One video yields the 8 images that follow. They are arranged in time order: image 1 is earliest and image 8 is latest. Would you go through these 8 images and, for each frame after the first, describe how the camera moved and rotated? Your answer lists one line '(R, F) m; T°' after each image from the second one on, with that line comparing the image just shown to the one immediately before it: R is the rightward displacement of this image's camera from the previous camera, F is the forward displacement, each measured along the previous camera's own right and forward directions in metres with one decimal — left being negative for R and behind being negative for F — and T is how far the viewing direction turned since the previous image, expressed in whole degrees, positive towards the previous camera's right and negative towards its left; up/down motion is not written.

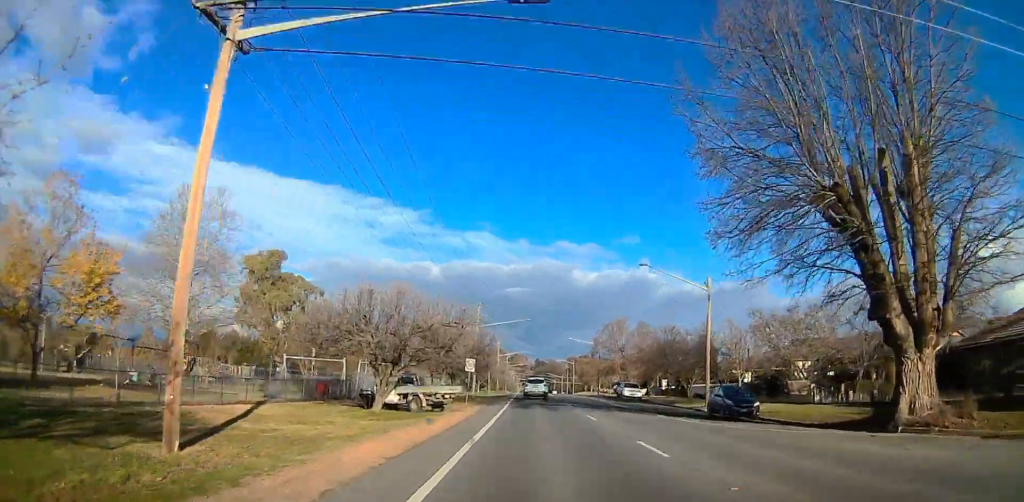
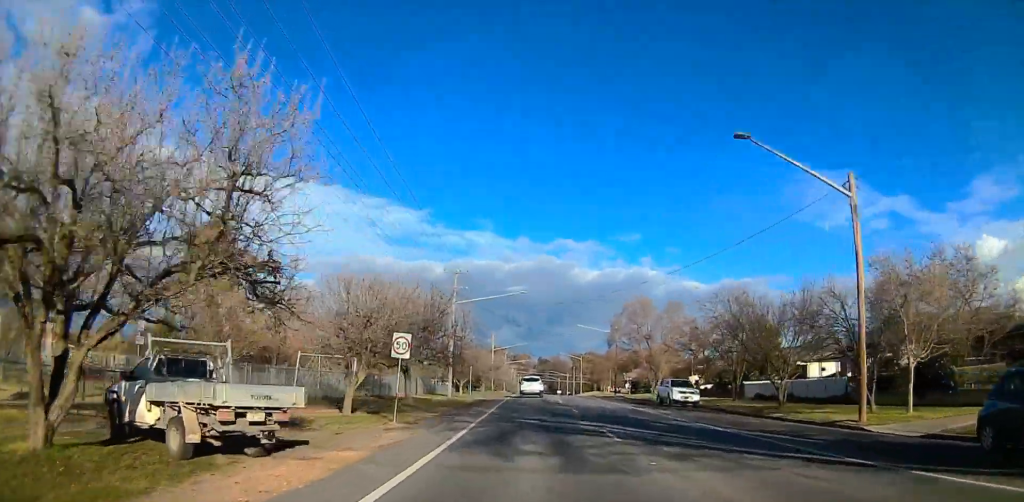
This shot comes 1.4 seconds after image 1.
(+0.4, +21.3) m; -2°
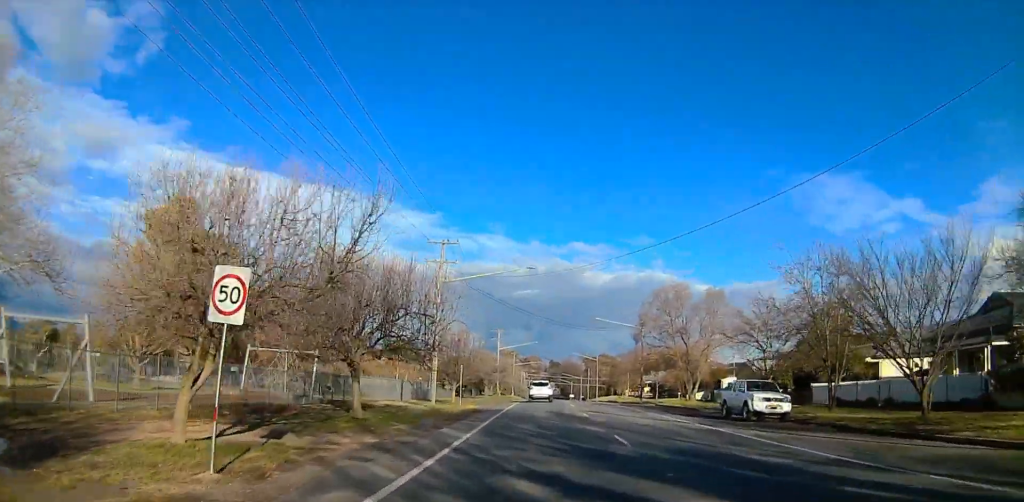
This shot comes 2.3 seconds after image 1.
(-0.5, +13.2) m; +1°
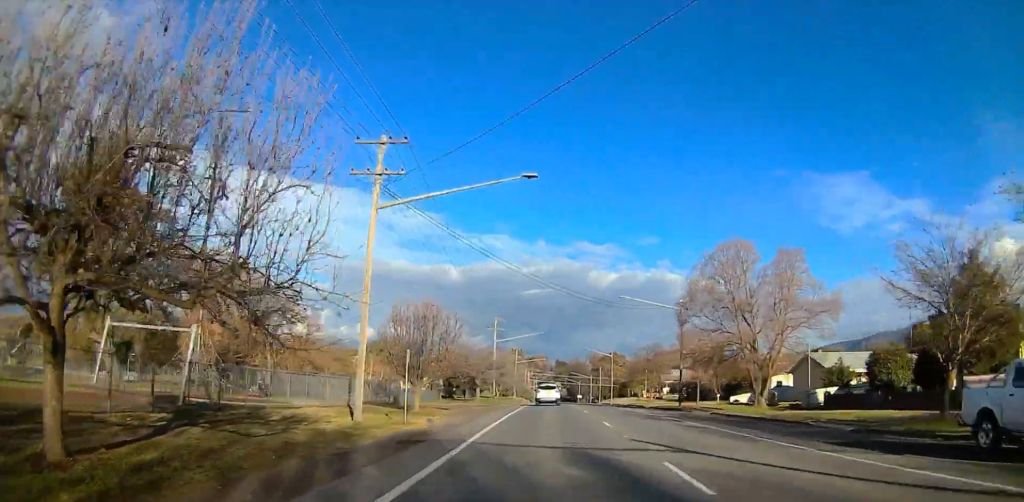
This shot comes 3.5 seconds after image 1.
(+0.9, +17.4) m; +3°
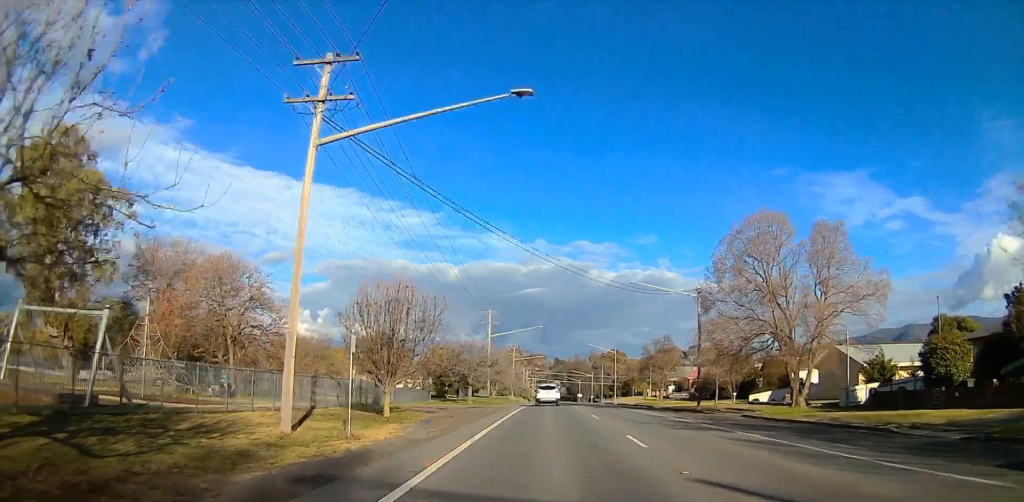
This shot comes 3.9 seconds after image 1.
(-0.1, +6.8) m; -1°
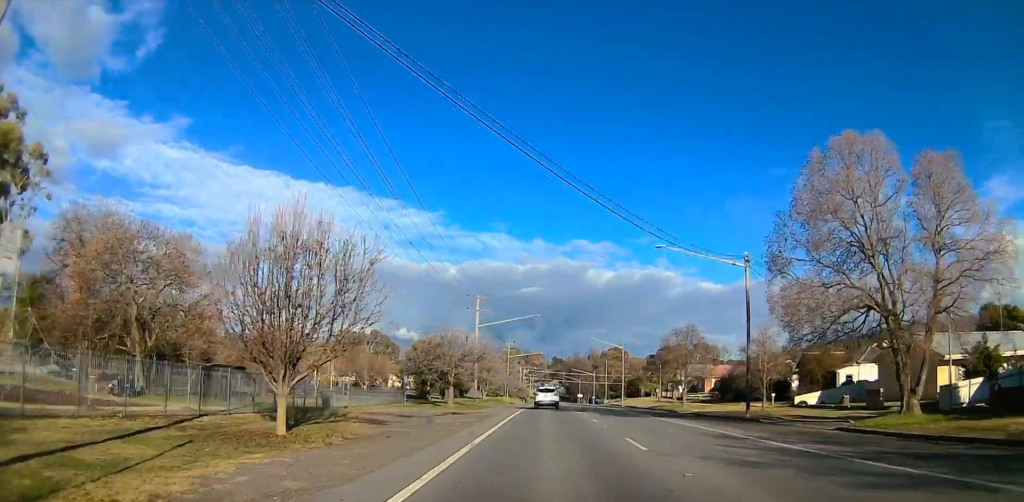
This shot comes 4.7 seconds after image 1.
(-0.2, +11.8) m; -2°
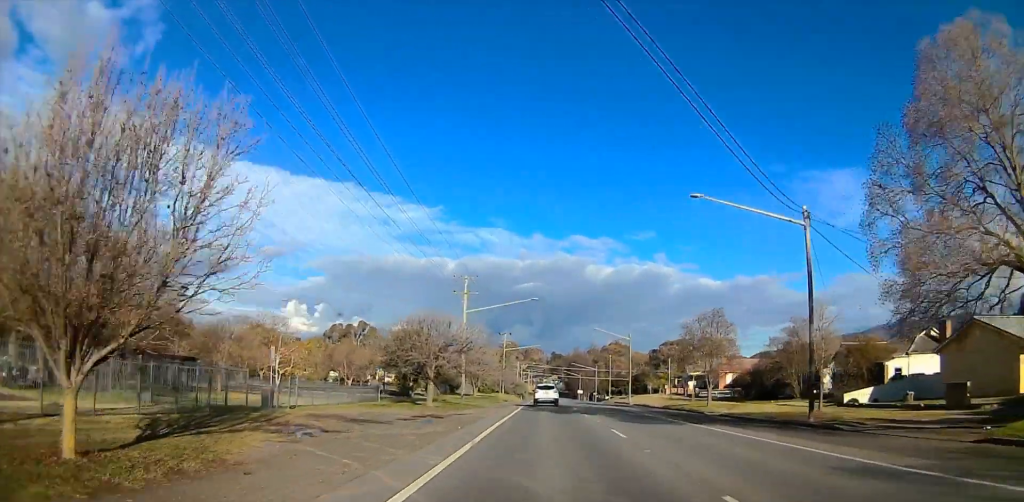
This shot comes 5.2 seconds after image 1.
(-0.4, +8.8) m; 0°
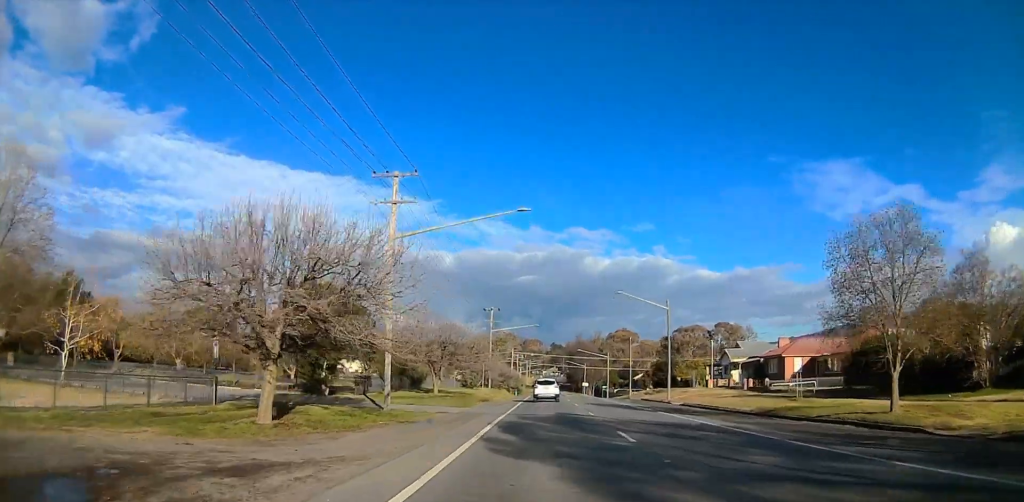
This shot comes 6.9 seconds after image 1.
(+0.2, +26.1) m; 0°
